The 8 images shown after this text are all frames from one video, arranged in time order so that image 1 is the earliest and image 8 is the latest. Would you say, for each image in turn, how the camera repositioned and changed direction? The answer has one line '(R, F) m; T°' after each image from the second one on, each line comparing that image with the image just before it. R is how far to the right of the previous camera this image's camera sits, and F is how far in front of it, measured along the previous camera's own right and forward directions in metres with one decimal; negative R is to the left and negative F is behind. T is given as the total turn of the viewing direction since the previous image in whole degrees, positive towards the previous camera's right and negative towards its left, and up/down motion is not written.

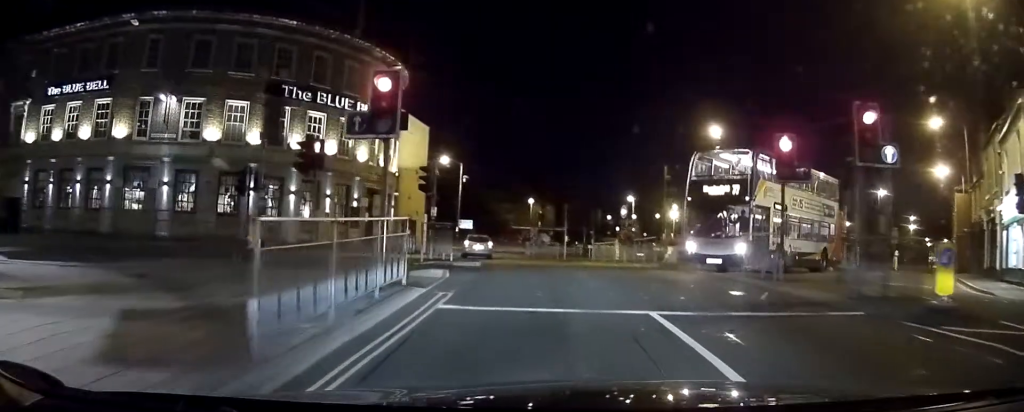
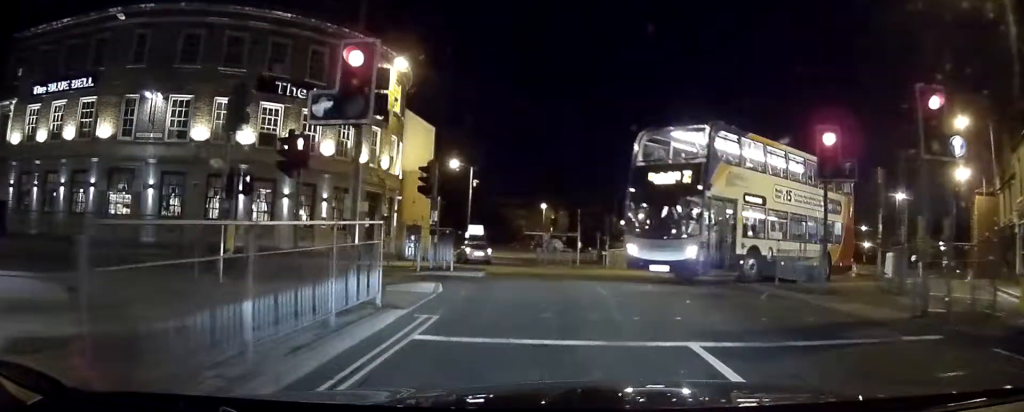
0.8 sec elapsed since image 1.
(0.0, +2.2) m; +3°
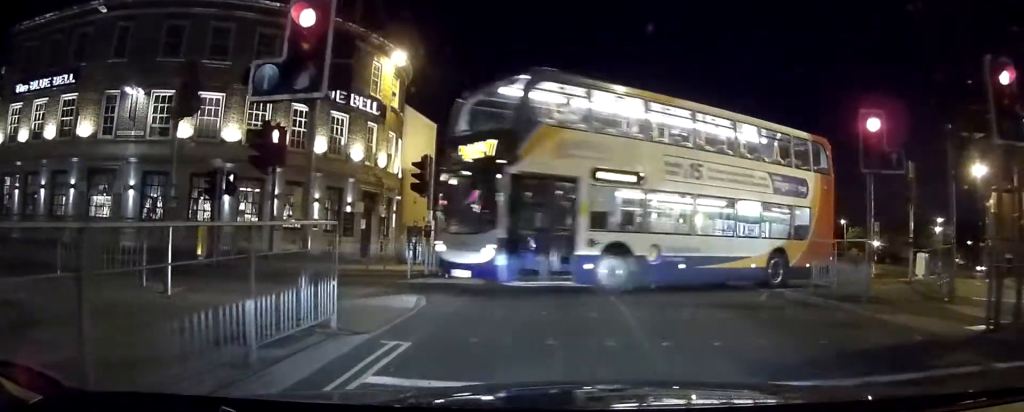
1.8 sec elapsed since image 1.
(+0.1, +2.1) m; +5°
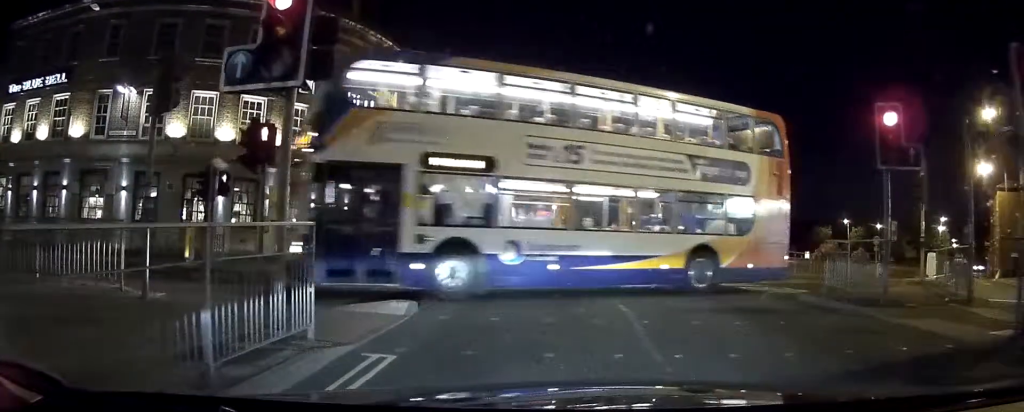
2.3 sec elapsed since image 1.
(0.0, +0.8) m; +1°
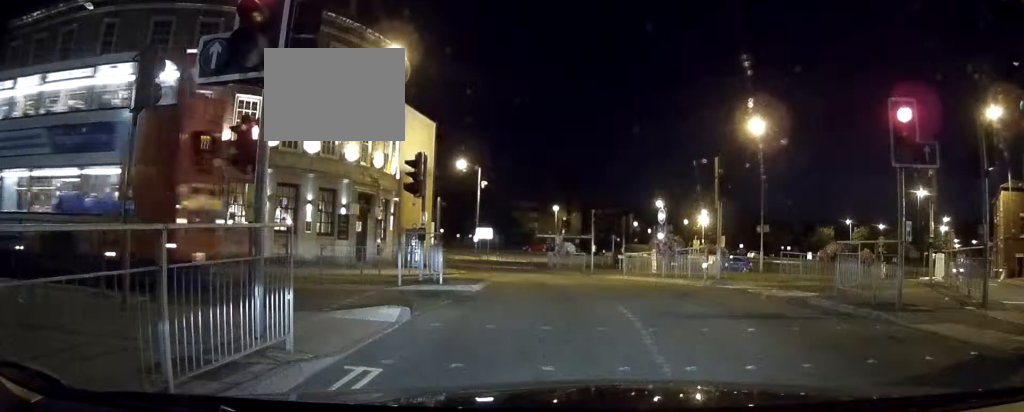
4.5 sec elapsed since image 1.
(-0.4, +0.5) m; 0°
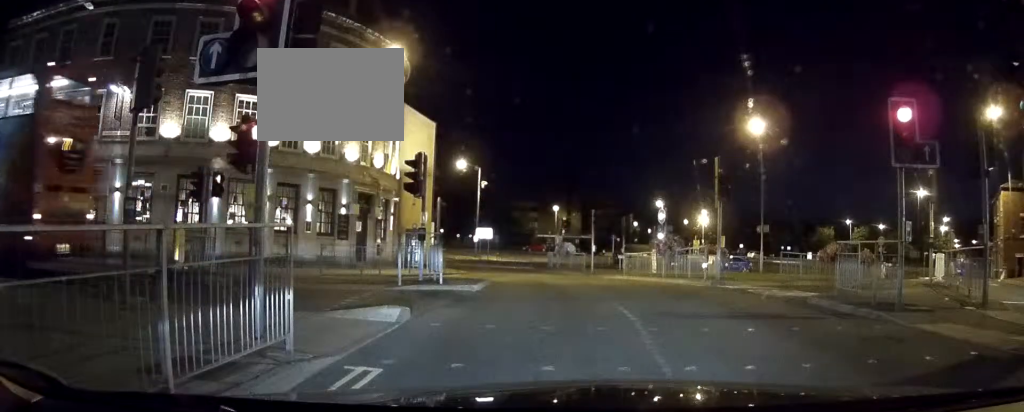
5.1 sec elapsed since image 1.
(0.0, -0.1) m; 0°
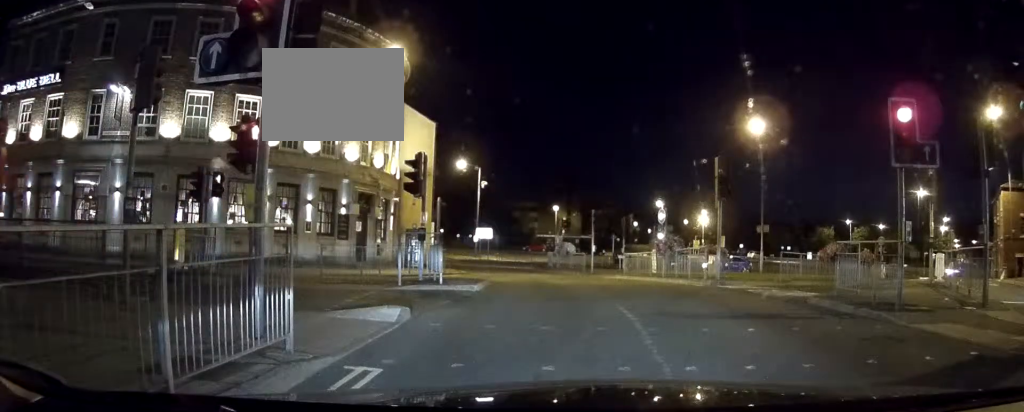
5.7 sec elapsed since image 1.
(0.0, -0.1) m; 0°
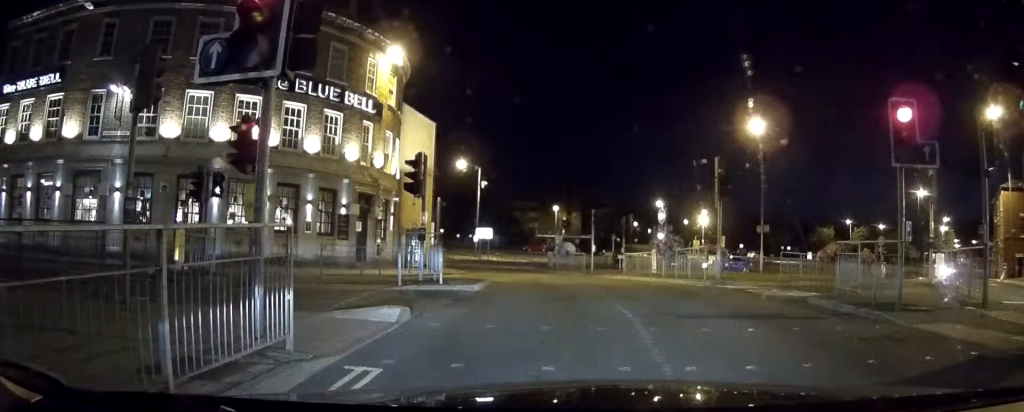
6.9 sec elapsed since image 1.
(-0.1, -0.2) m; 0°
